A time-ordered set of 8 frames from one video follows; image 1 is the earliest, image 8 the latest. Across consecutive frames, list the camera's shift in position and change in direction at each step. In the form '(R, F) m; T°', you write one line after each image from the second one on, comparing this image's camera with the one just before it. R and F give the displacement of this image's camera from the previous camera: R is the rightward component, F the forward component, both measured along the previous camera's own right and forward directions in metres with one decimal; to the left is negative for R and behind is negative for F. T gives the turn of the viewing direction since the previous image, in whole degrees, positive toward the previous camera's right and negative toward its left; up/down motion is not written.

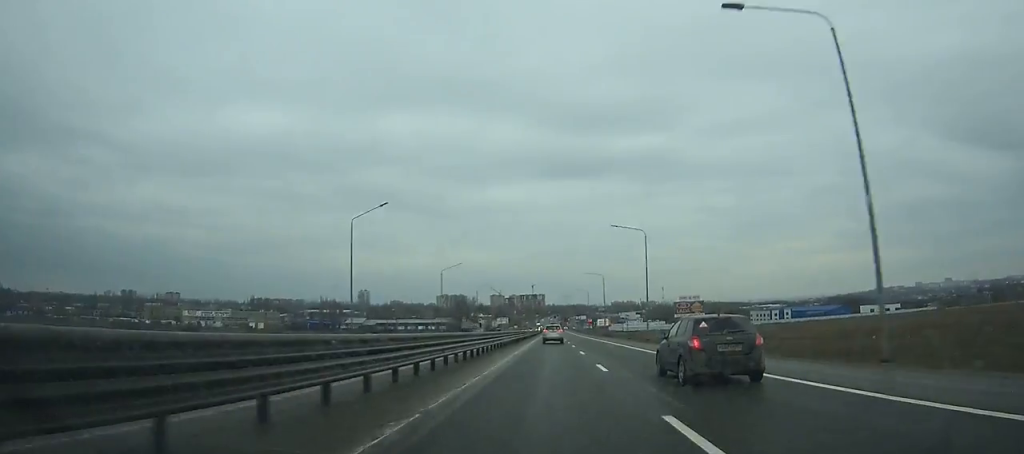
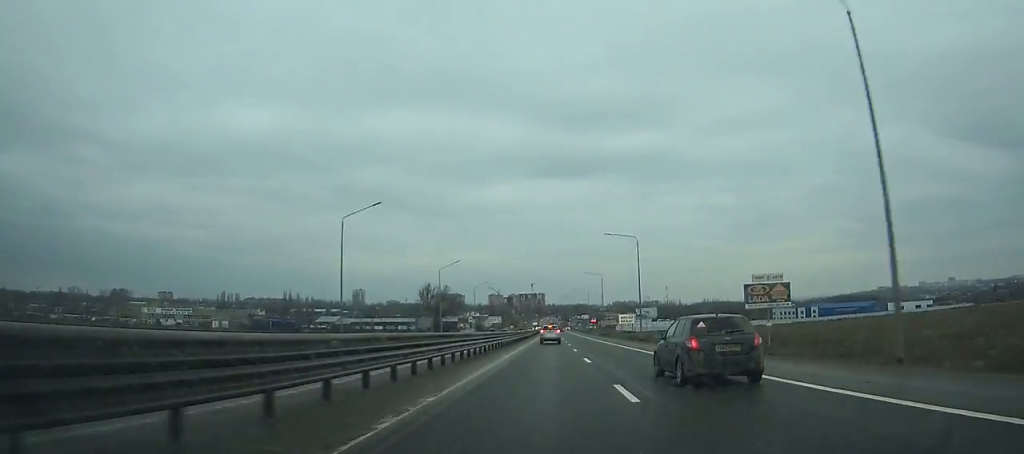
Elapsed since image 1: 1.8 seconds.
(0.0, +43.1) m; 0°
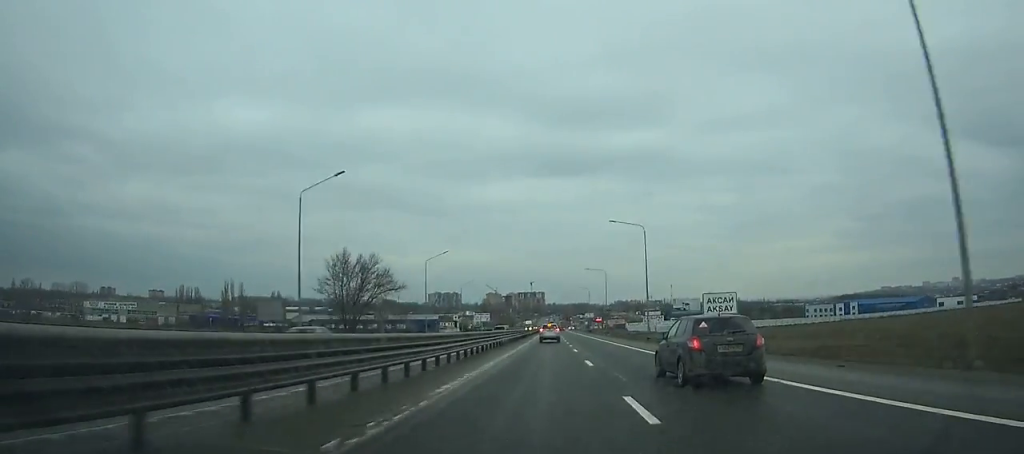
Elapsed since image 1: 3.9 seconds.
(+0.1, +50.2) m; 0°
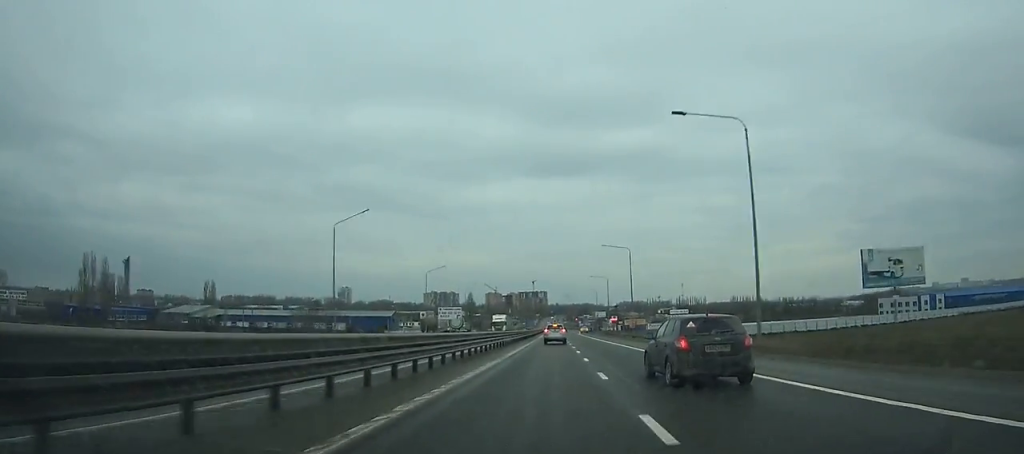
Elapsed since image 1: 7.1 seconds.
(-0.1, +75.7) m; 0°
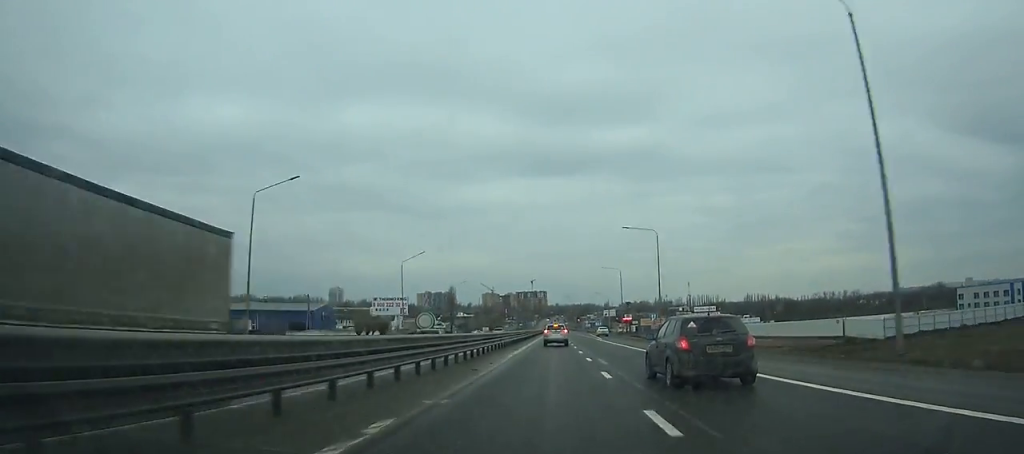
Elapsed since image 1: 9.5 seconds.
(0.0, +55.4) m; 0°
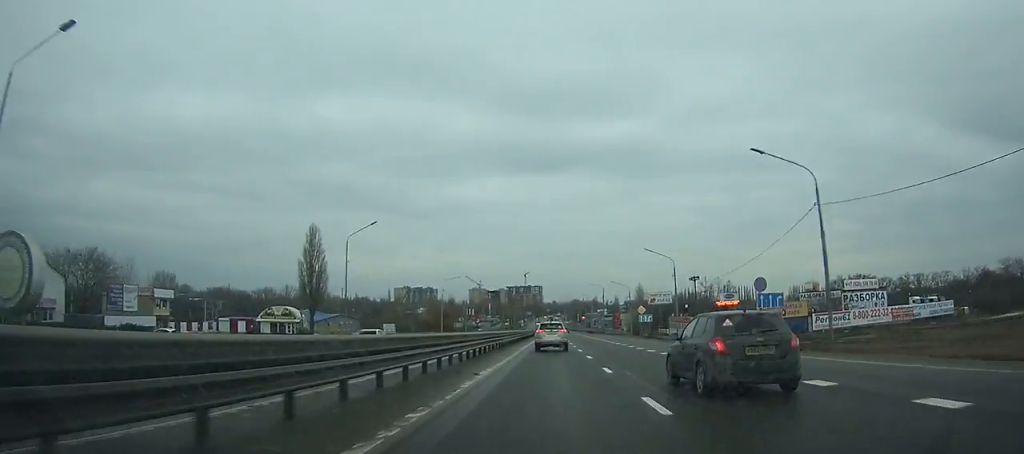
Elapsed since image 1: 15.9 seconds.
(0.0, +140.7) m; 0°
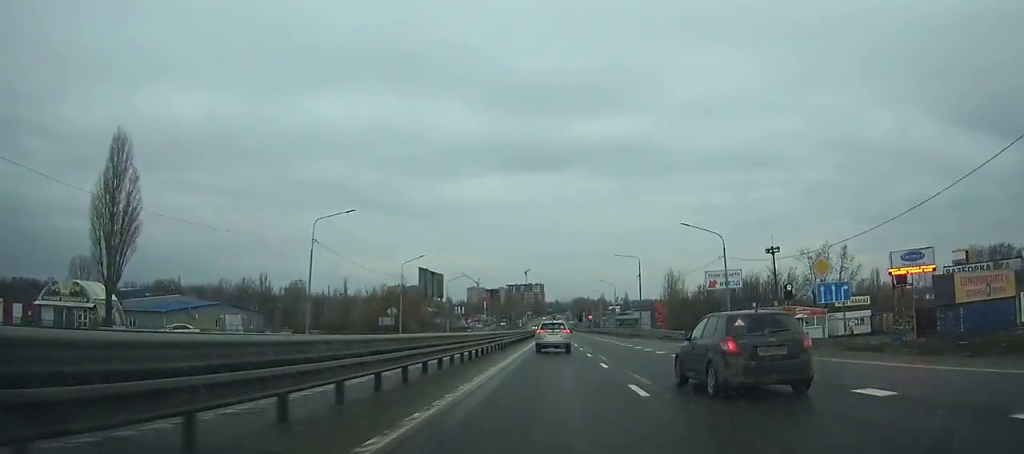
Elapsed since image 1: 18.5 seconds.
(-0.1, +54.3) m; 0°
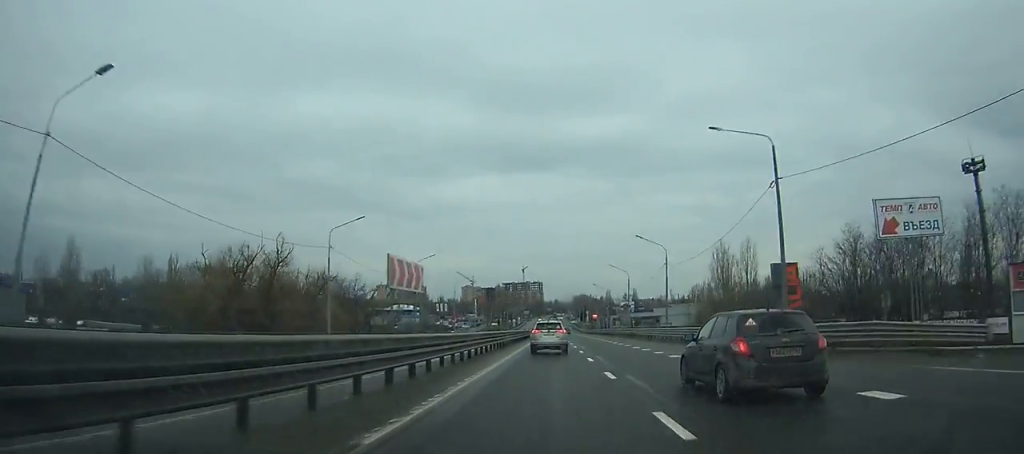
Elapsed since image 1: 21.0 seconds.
(-0.1, +51.2) m; 0°
